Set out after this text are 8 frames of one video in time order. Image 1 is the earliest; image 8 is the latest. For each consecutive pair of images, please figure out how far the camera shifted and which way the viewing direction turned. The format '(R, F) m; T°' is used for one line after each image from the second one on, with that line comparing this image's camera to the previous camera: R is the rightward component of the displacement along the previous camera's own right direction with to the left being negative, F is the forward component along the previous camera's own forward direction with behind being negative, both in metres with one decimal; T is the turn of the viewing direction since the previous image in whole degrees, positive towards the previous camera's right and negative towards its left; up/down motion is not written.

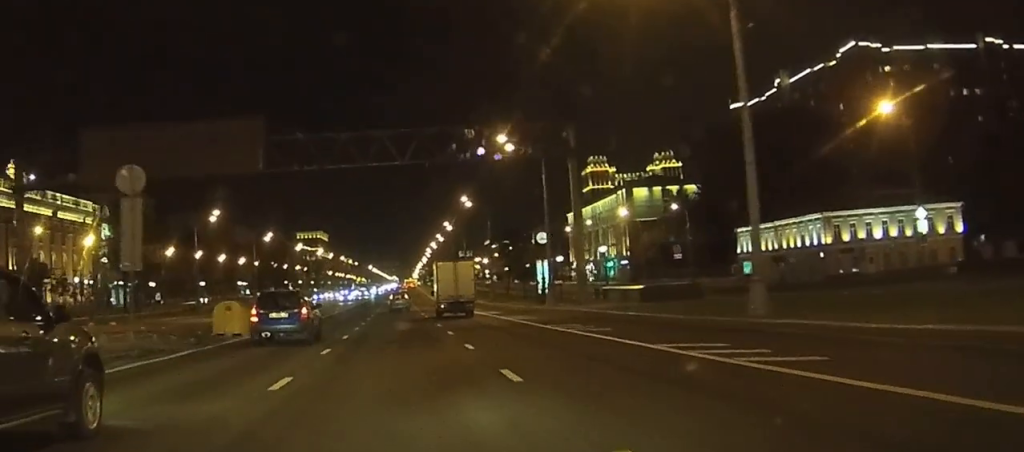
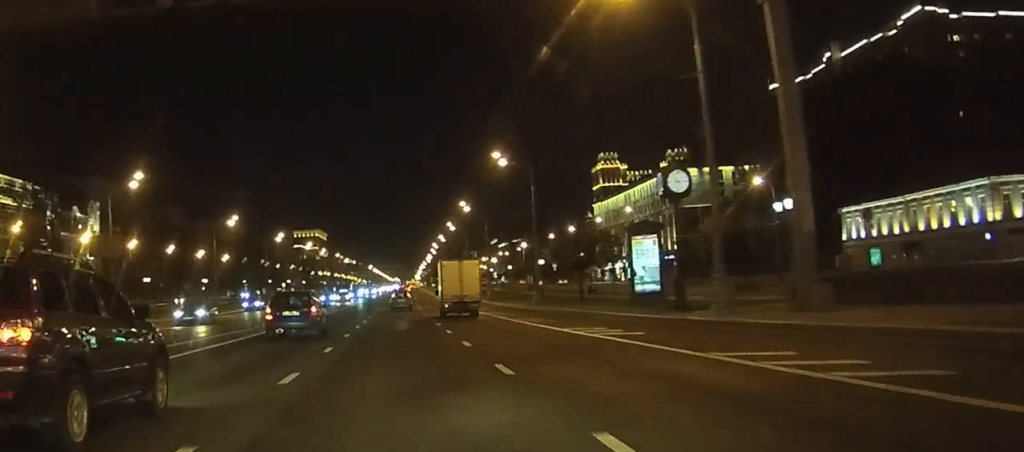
(+0.1, +31.2) m; 0°
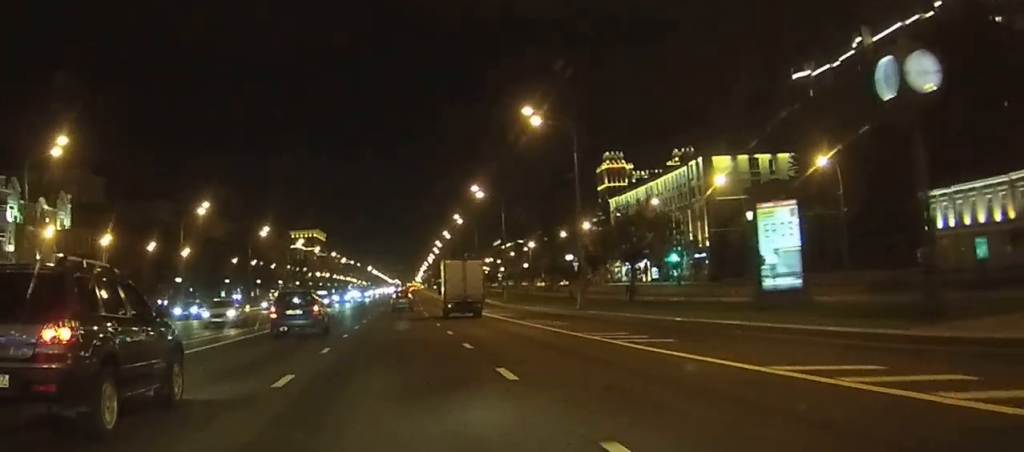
(-0.1, +16.5) m; -1°
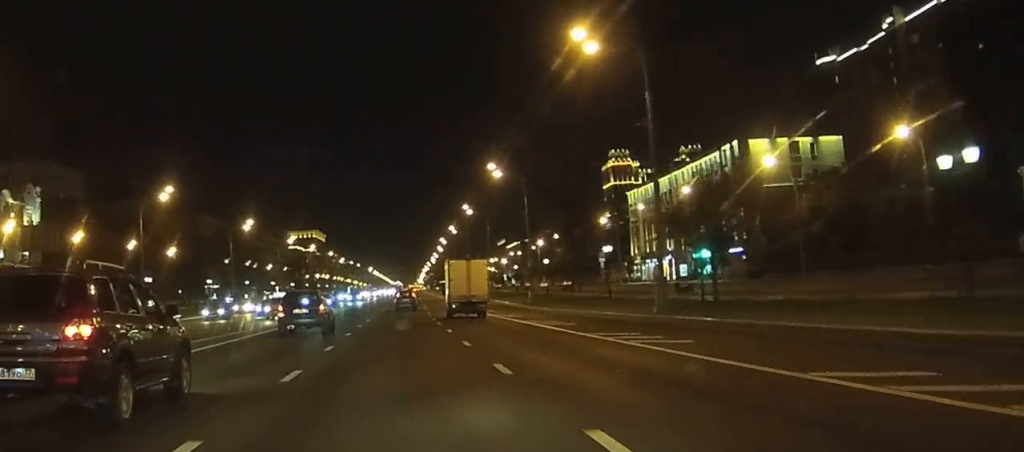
(0.0, +15.1) m; 0°
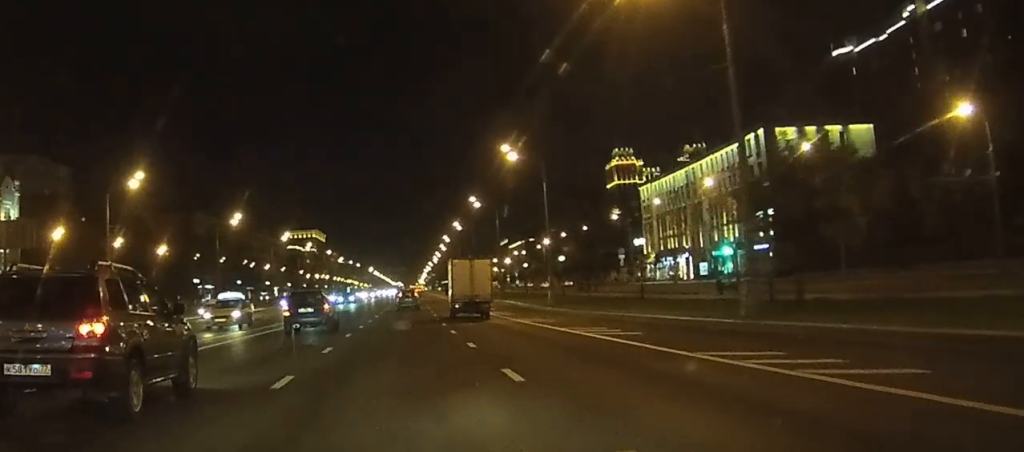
(0.0, +9.2) m; 0°
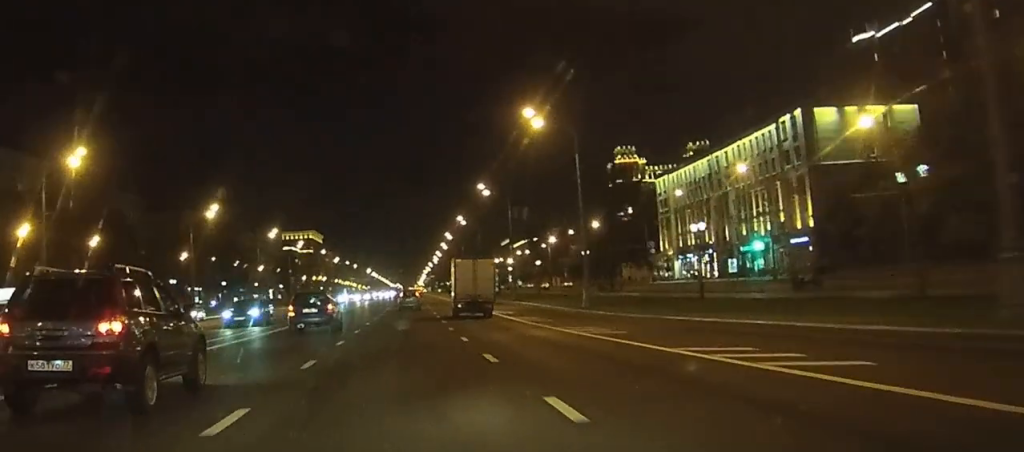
(0.0, +12.4) m; 0°
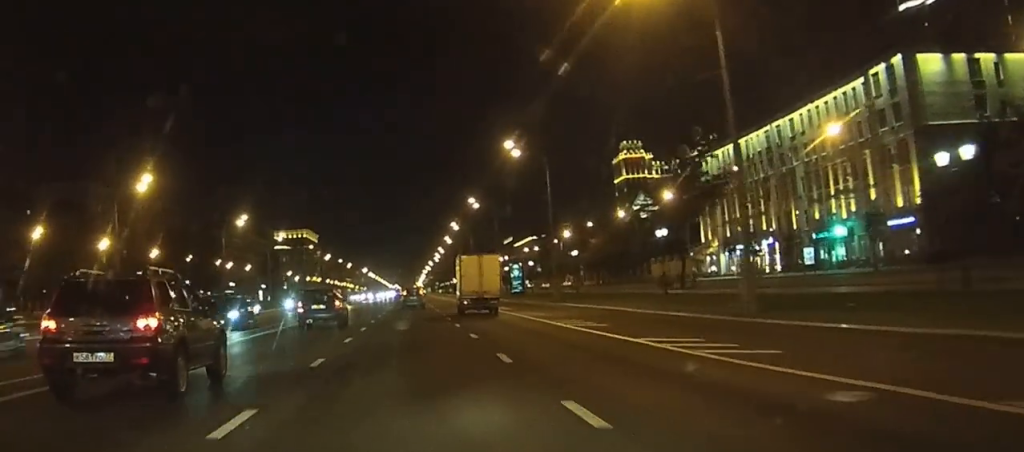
(+0.1, +24.1) m; 0°
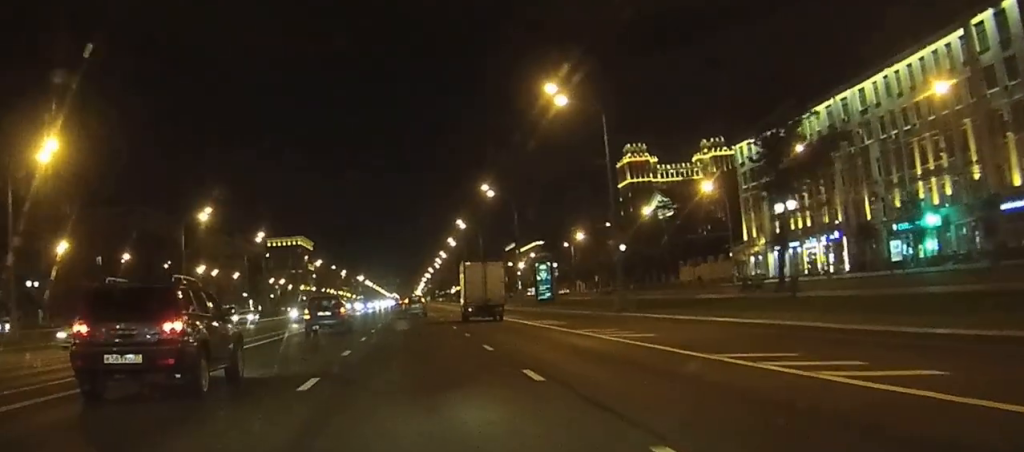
(0.0, +18.7) m; 0°
